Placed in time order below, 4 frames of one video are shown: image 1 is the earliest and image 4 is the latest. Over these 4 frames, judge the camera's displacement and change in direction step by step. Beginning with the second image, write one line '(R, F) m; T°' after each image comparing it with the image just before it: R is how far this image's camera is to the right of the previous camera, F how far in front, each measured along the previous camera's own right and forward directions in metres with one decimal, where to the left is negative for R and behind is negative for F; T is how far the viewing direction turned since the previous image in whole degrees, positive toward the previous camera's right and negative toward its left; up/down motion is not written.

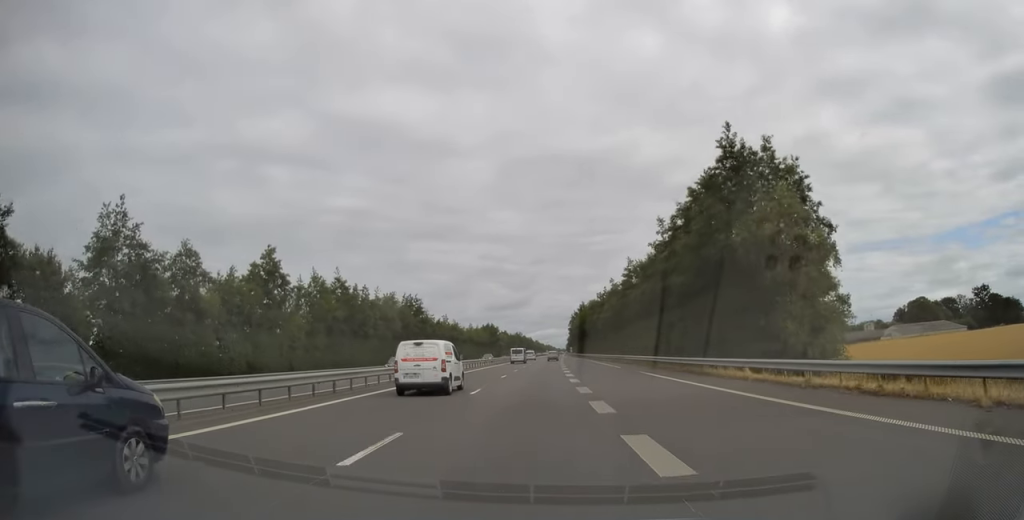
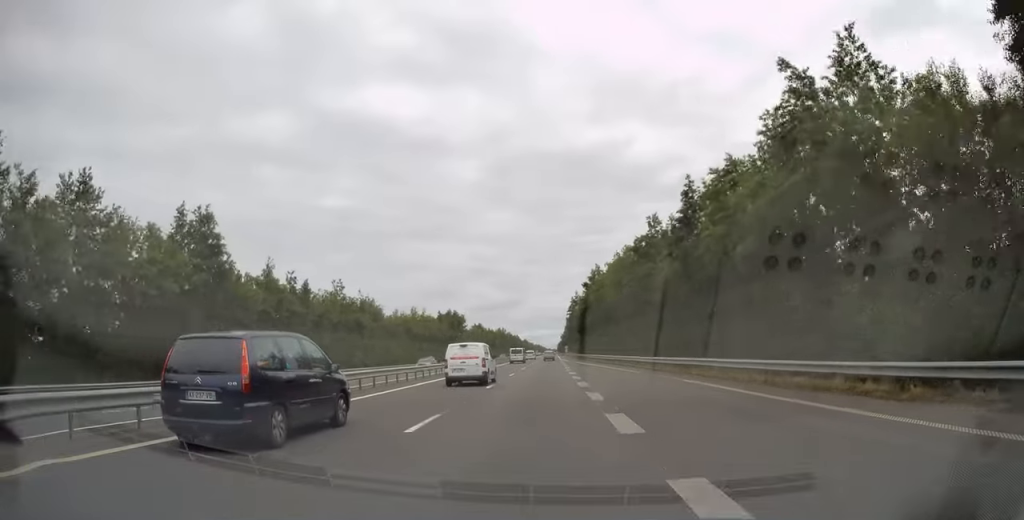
(+0.7, +61.5) m; +1°
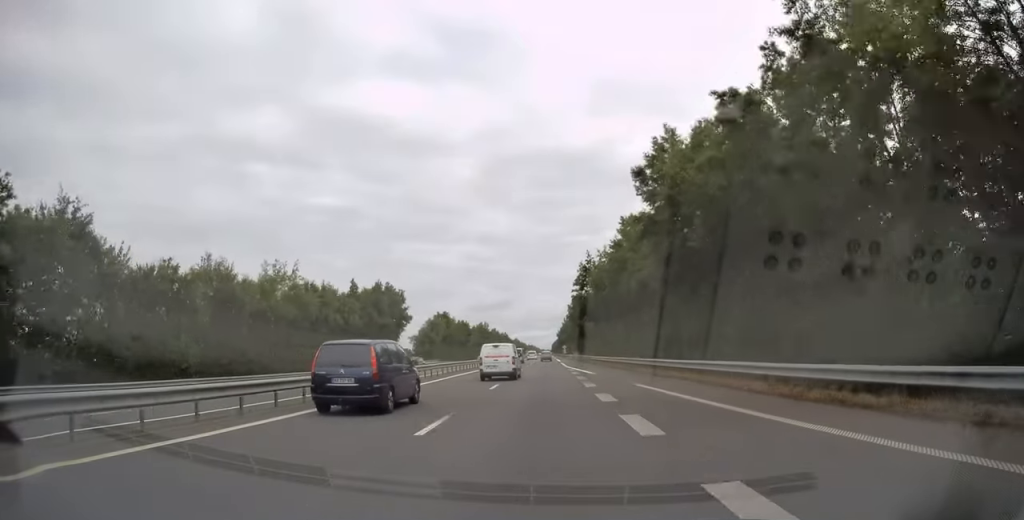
(+0.4, +52.2) m; +1°
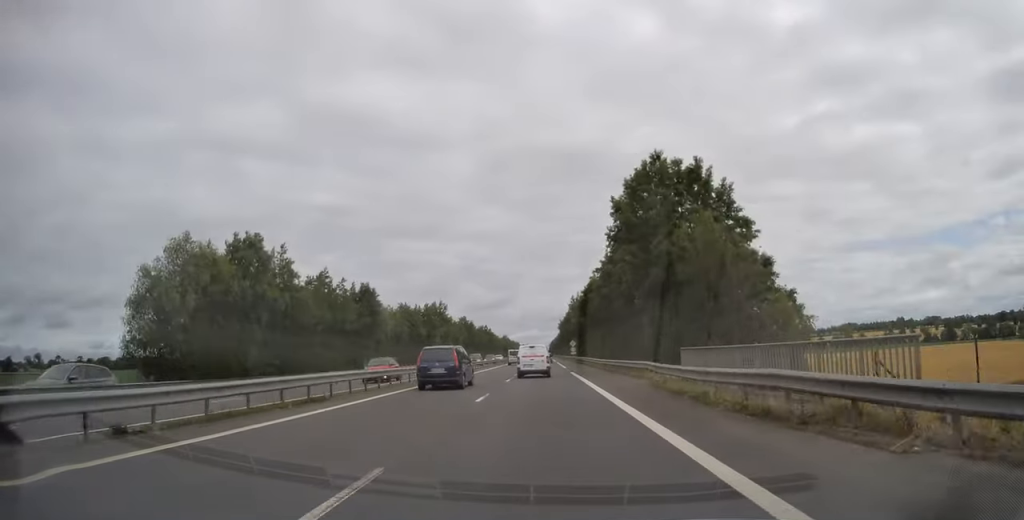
(+0.3, +83.5) m; 0°
